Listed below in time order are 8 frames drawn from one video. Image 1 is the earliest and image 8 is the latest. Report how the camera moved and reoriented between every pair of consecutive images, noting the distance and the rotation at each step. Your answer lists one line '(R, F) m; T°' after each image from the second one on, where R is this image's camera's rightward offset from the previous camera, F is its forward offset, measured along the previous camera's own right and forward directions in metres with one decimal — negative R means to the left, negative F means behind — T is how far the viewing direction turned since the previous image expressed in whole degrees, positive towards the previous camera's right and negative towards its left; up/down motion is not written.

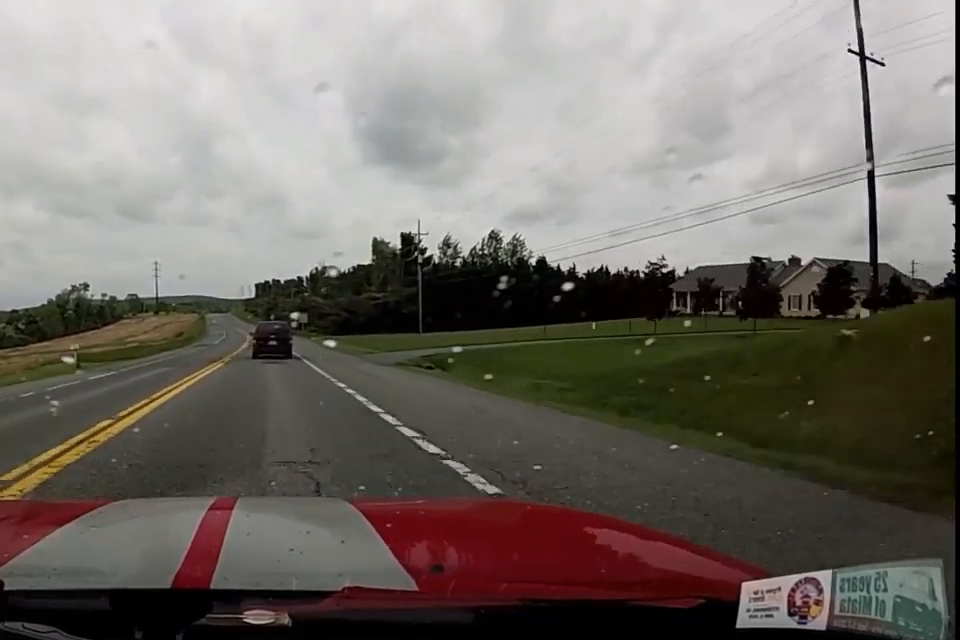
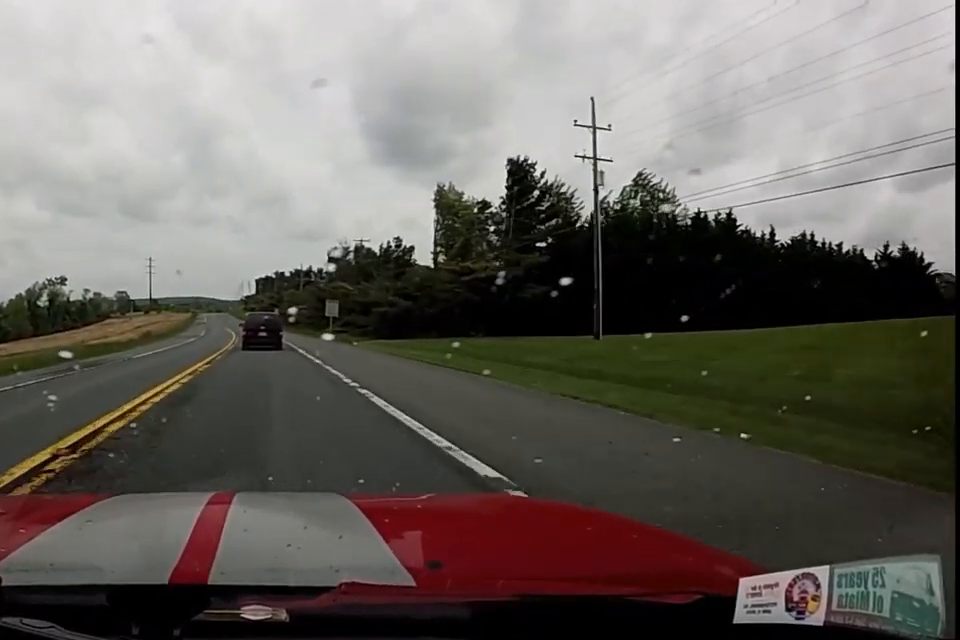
(0.0, +42.2) m; 0°
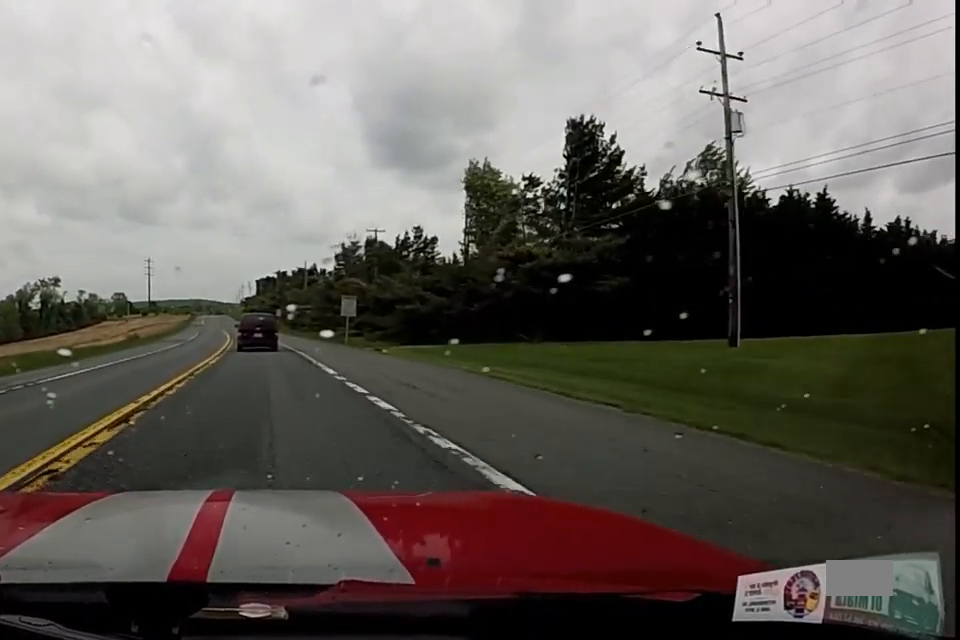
(0.0, +11.2) m; 0°
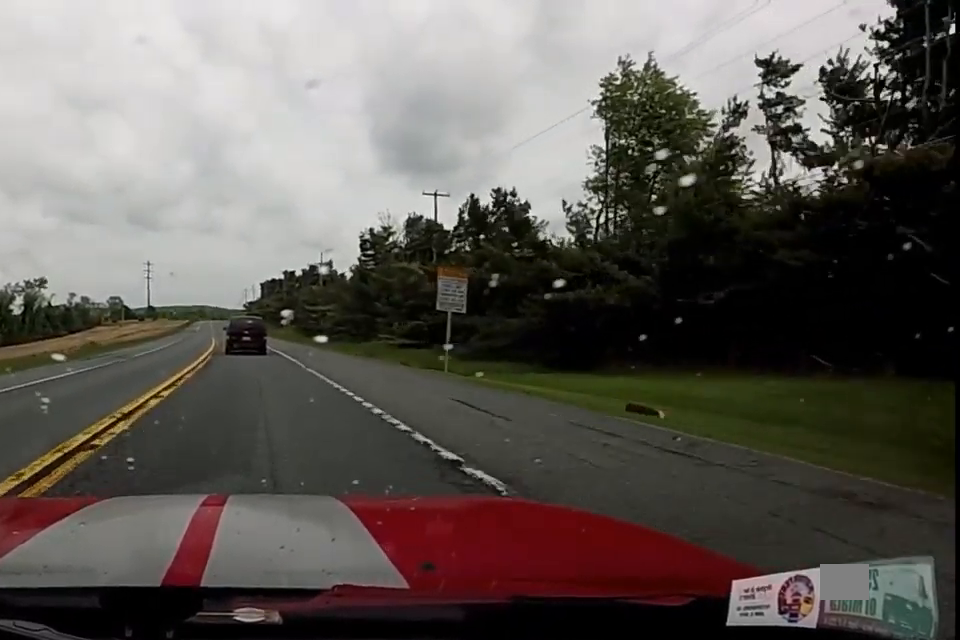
(0.0, +25.6) m; 0°
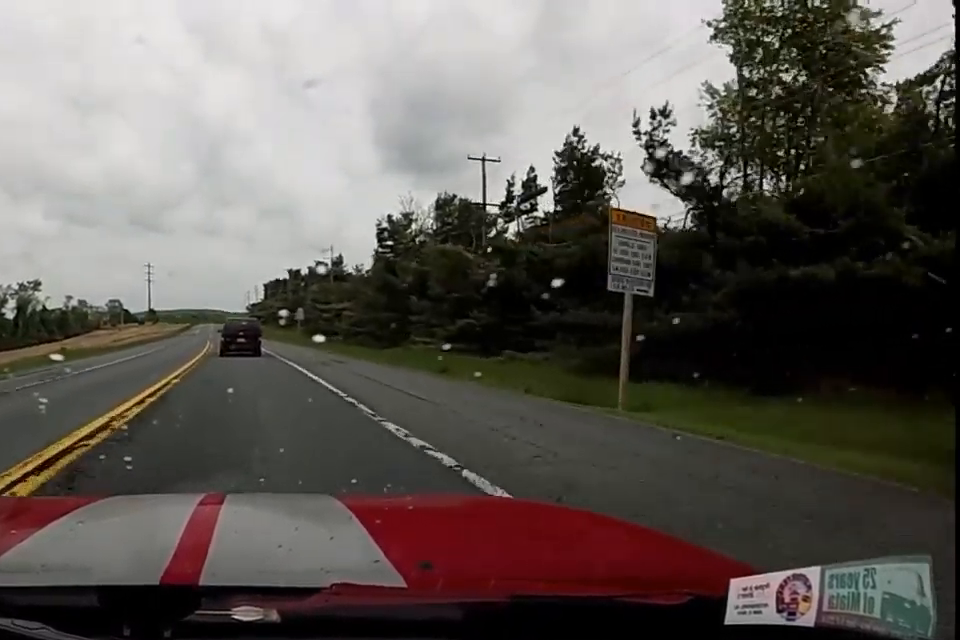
(0.0, +11.4) m; 0°
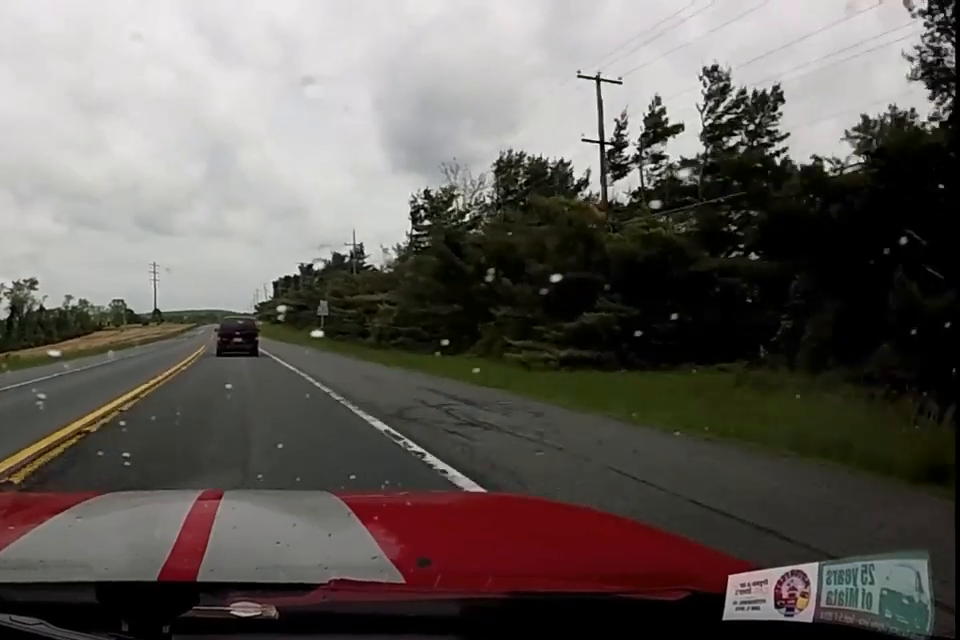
(0.0, +14.4) m; 0°
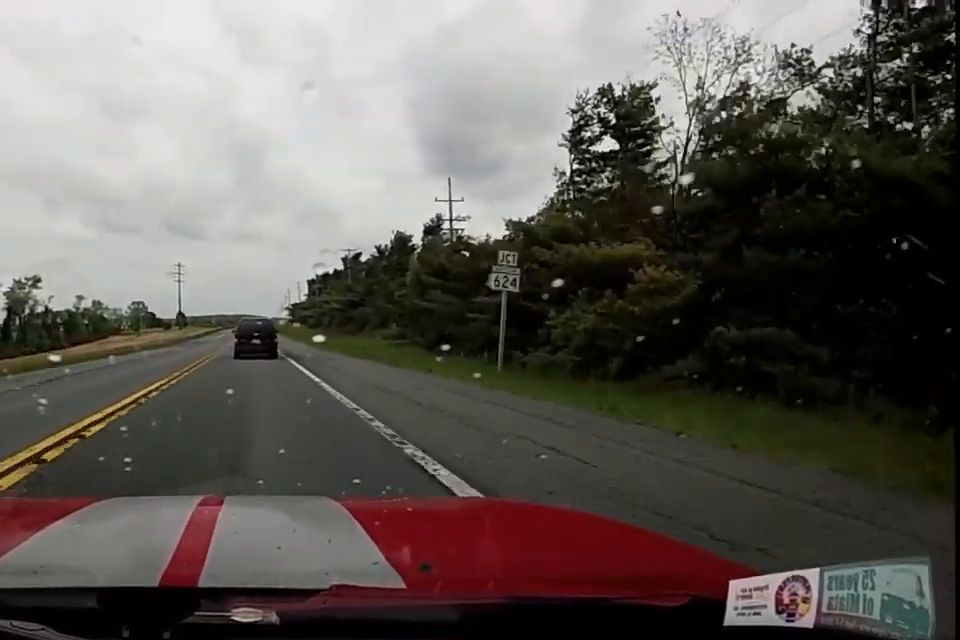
(0.0, +29.6) m; -1°
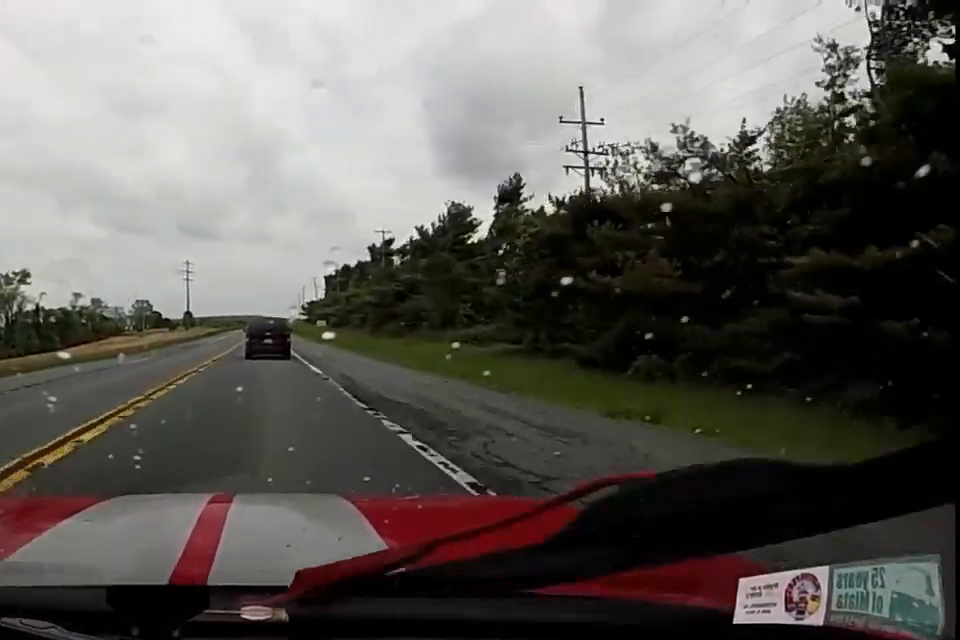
(-0.1, +20.4) m; -1°
